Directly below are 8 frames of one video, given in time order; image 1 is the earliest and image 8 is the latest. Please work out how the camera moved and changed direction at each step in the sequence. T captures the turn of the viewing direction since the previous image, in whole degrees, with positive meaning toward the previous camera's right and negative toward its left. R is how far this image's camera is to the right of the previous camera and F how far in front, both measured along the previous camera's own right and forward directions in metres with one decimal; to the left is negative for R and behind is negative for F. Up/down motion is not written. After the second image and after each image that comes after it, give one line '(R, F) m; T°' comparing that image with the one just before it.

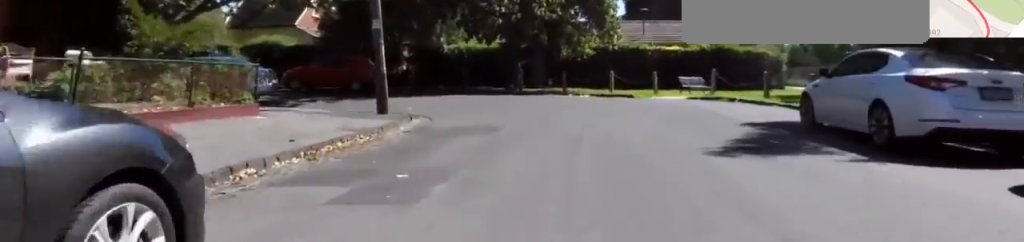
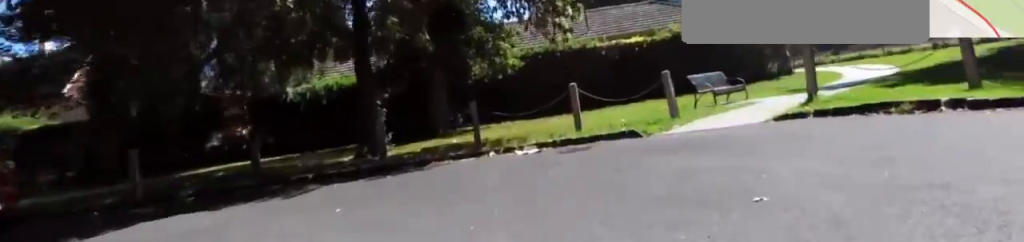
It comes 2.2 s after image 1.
(+0.2, +14.5) m; +15°
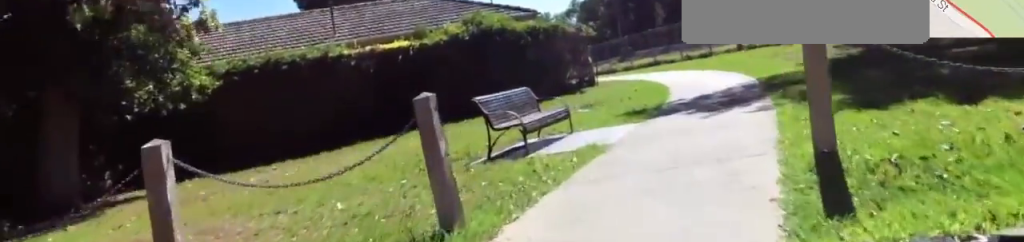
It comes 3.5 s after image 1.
(+0.6, +7.6) m; +22°
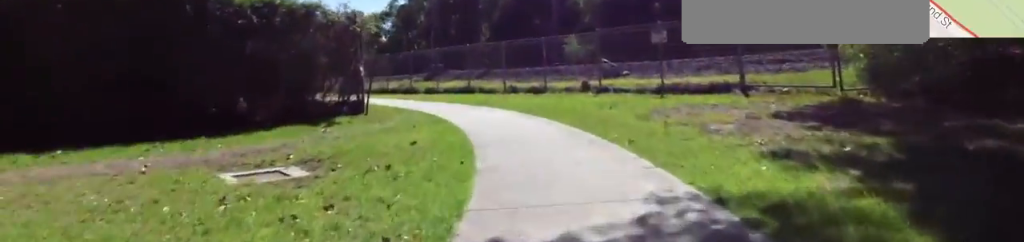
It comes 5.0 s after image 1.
(+2.8, +8.8) m; +14°
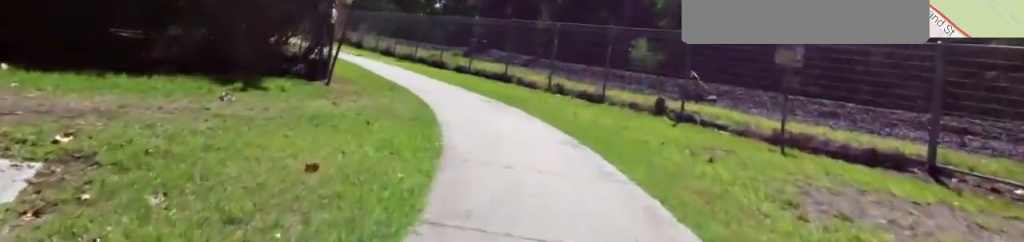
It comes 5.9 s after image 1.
(-0.2, +5.3) m; -11°
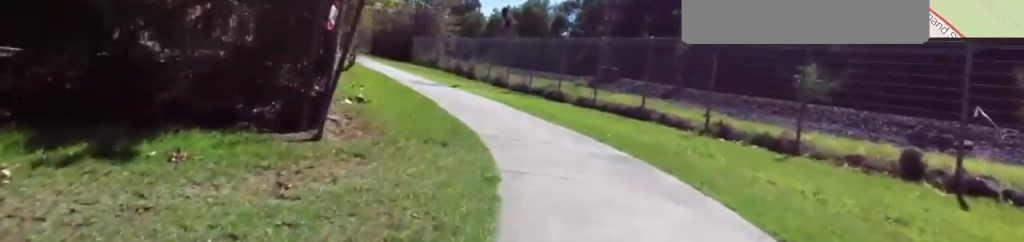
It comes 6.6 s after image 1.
(-0.5, +4.7) m; -13°
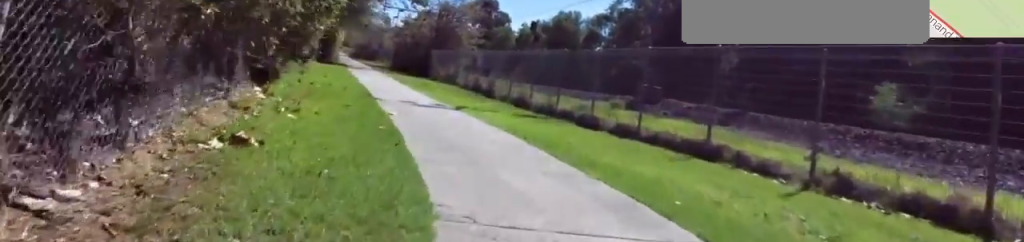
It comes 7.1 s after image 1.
(-0.5, +3.7) m; -6°
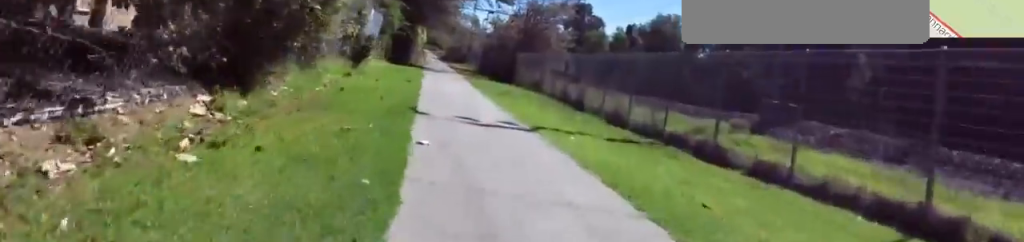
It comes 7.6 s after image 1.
(-0.2, +3.5) m; -5°
